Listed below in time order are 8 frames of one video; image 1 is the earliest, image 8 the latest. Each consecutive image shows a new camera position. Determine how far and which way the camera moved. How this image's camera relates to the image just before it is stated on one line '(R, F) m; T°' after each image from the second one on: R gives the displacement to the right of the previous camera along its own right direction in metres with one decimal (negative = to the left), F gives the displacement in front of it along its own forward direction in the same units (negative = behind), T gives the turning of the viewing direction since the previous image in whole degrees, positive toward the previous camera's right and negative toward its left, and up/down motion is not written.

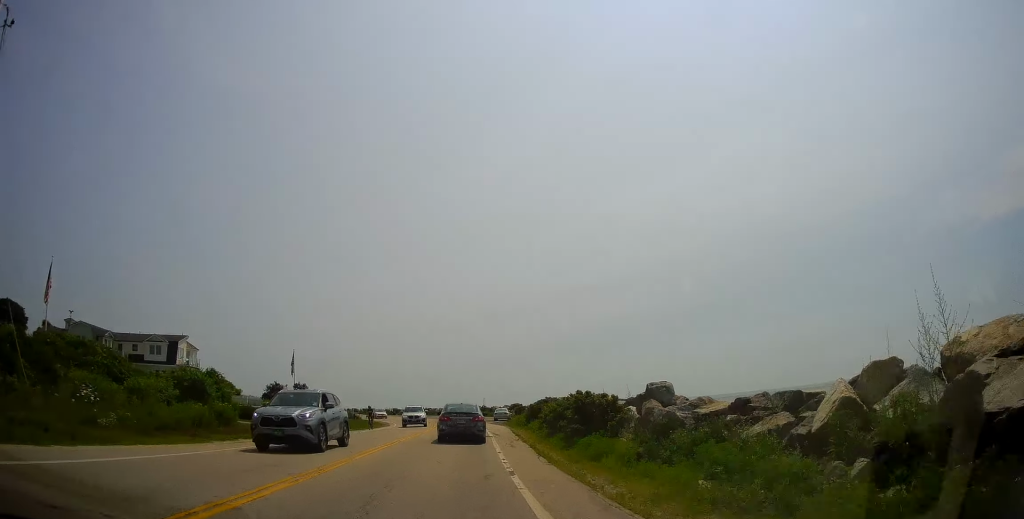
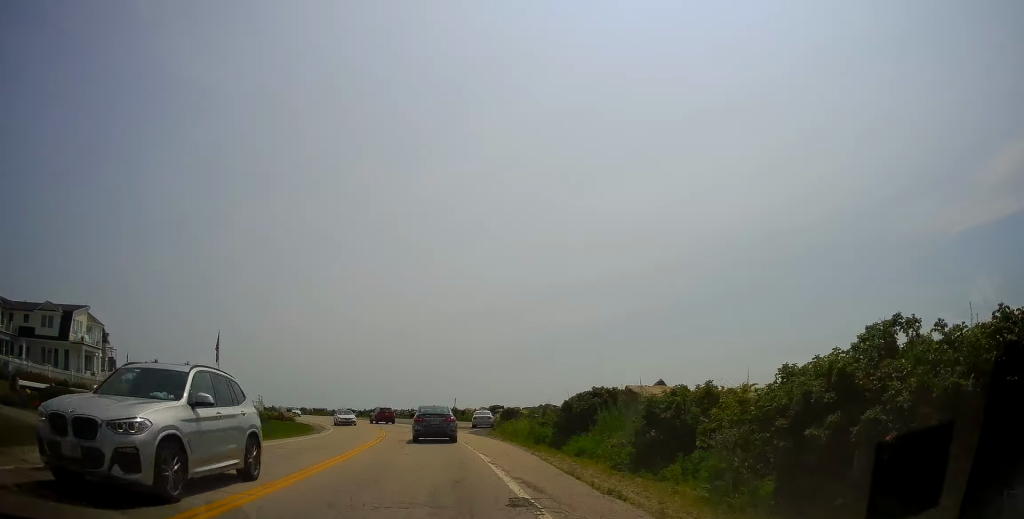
(+1.2, +18.6) m; +4°
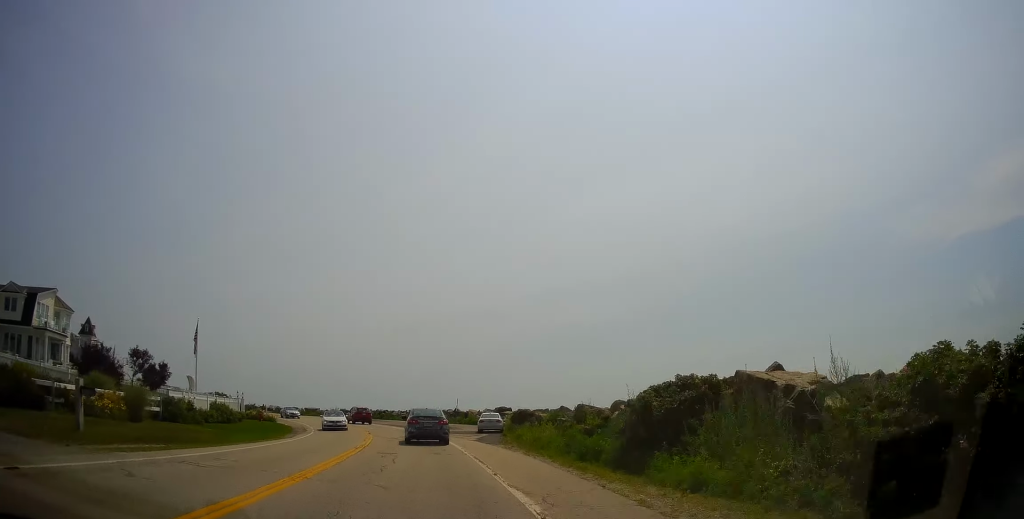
(+0.1, +6.9) m; 0°
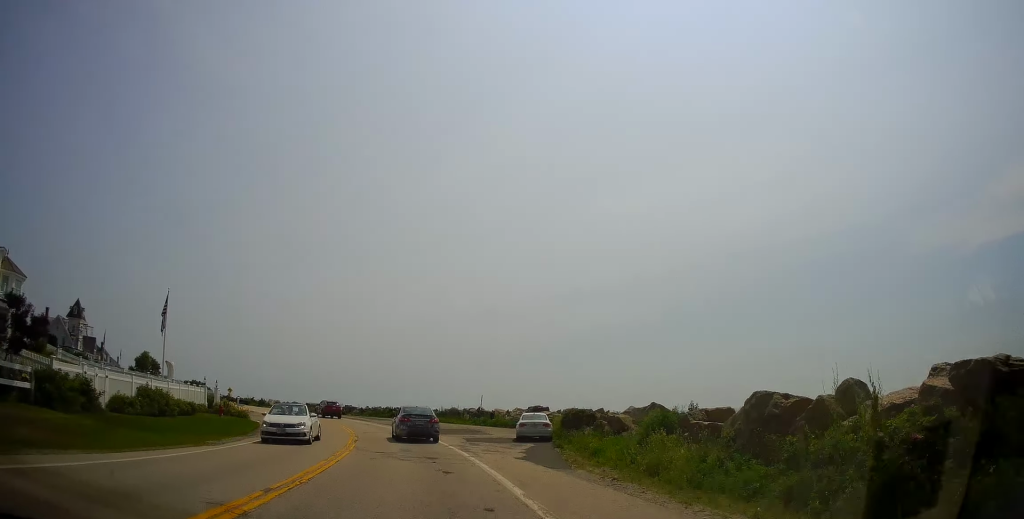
(-0.4, +12.0) m; -2°
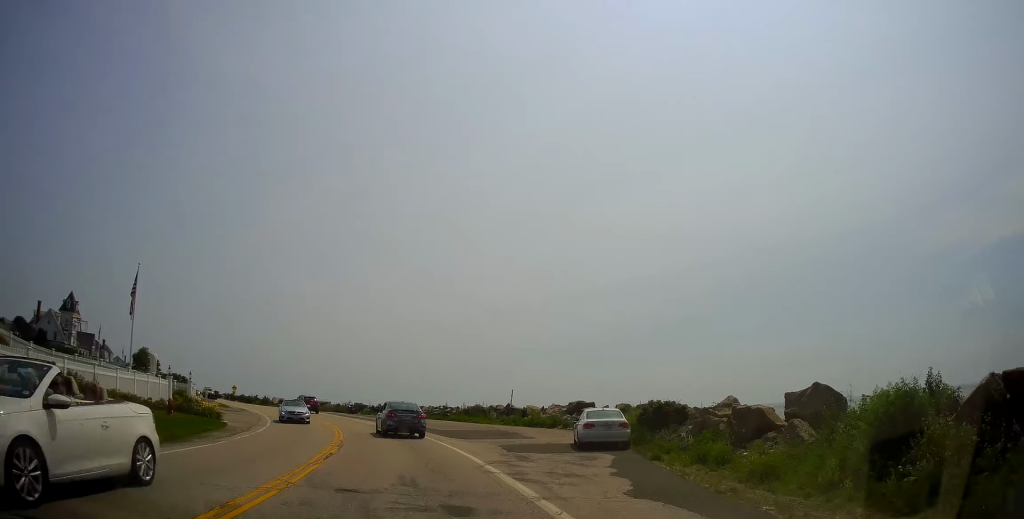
(0.0, +9.3) m; -3°
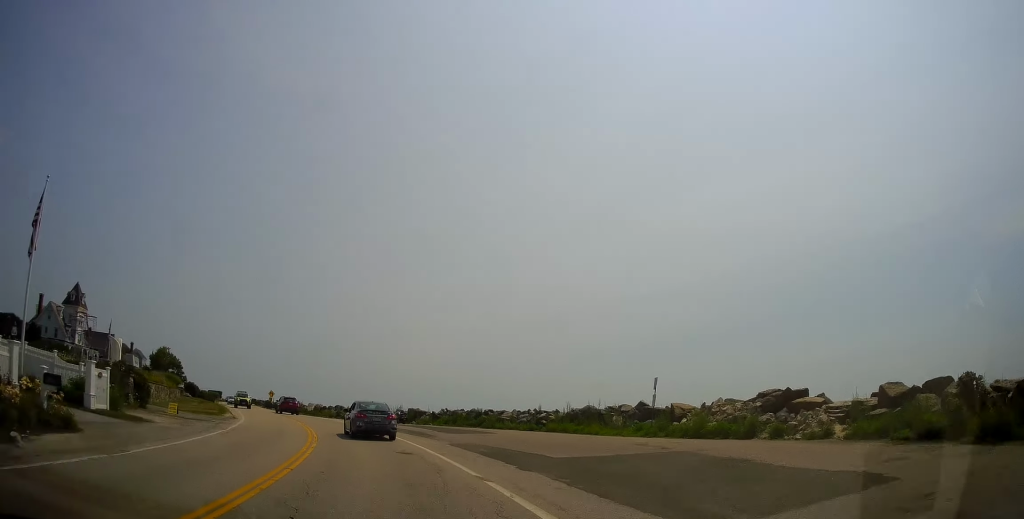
(-1.4, +19.7) m; -6°
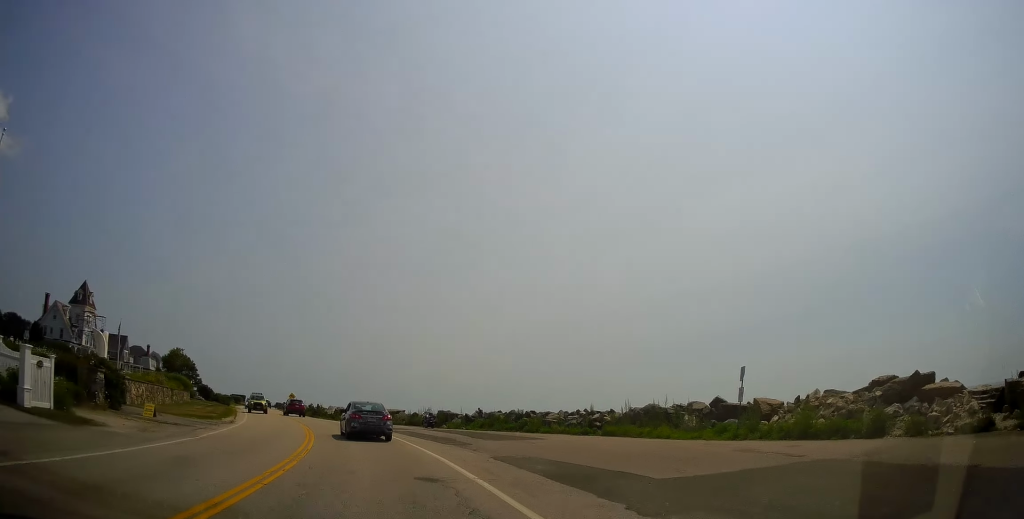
(+0.1, +6.2) m; -2°
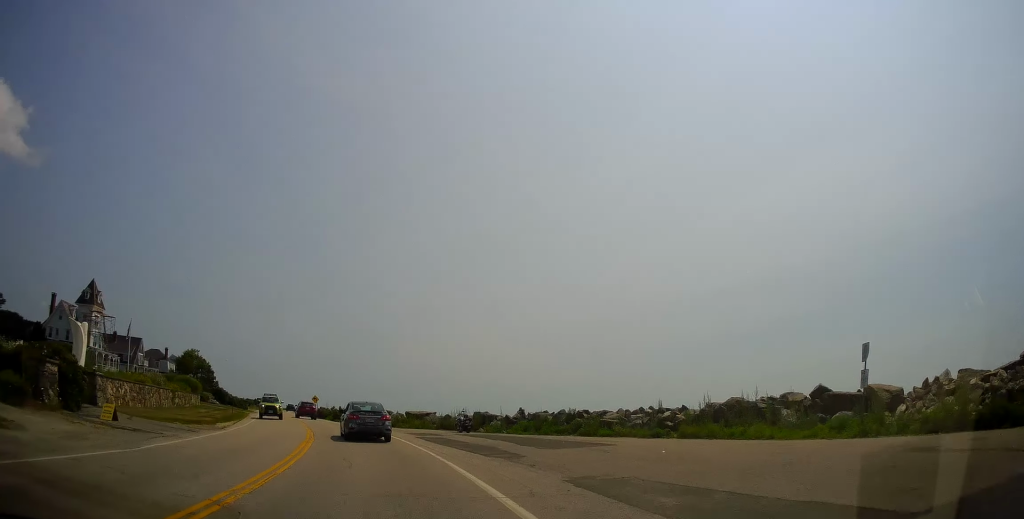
(+0.3, +6.2) m; -2°
